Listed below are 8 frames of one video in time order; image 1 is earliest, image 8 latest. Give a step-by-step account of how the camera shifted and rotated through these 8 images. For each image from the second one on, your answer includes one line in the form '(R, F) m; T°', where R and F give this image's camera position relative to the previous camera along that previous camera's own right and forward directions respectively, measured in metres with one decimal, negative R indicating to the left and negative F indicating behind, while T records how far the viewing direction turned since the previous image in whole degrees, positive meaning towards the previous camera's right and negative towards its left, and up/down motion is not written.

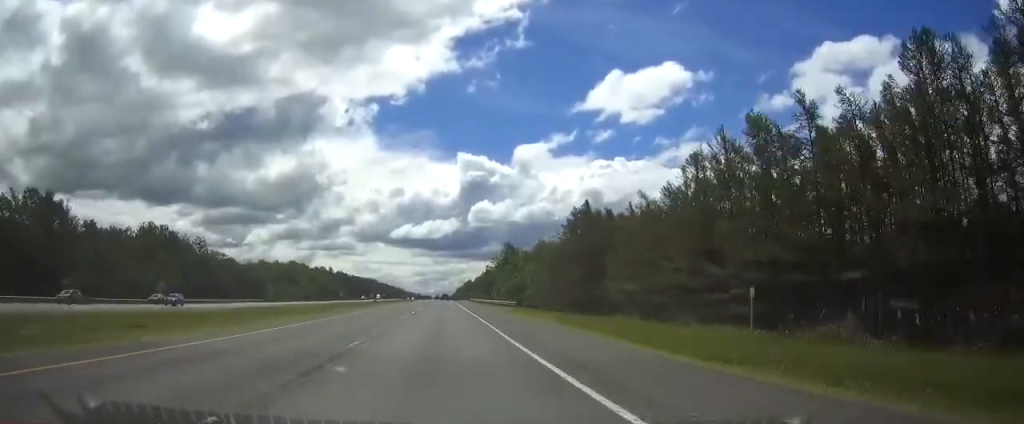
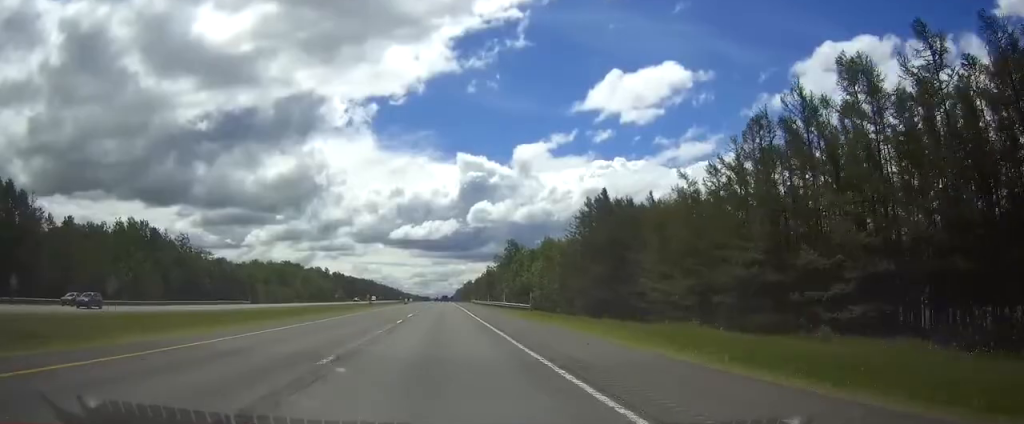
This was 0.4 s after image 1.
(0.0, +12.7) m; 0°
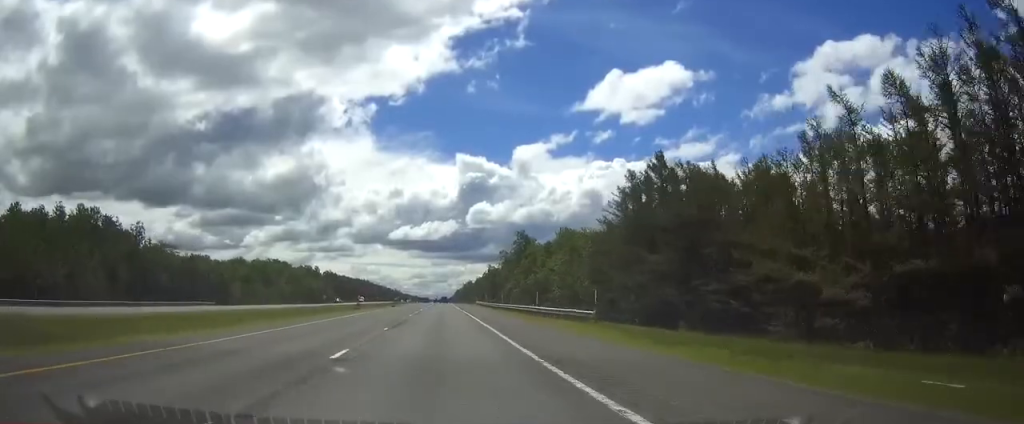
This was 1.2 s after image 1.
(0.0, +26.4) m; 0°
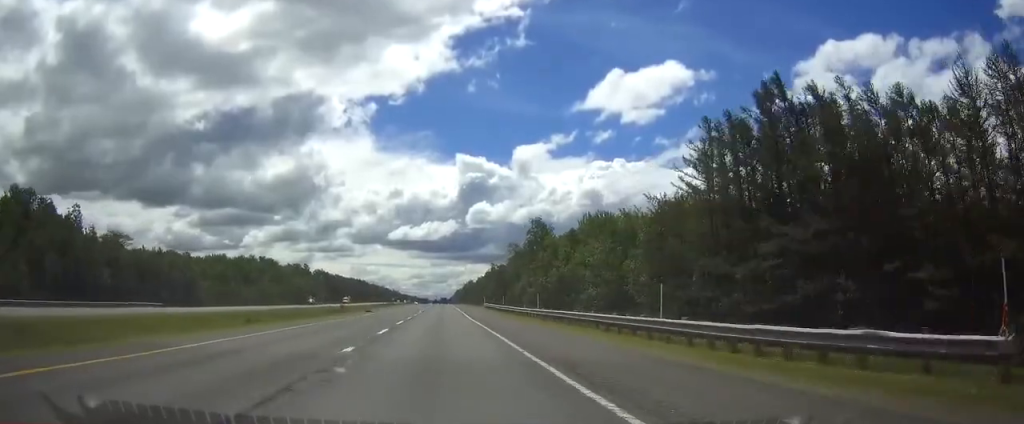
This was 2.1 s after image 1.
(0.0, +27.5) m; 0°
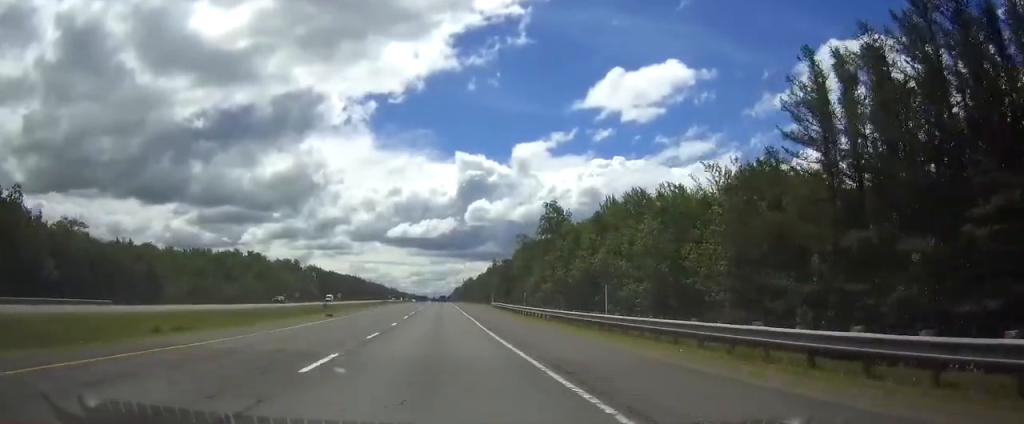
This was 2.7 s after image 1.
(0.0, +20.1) m; 0°
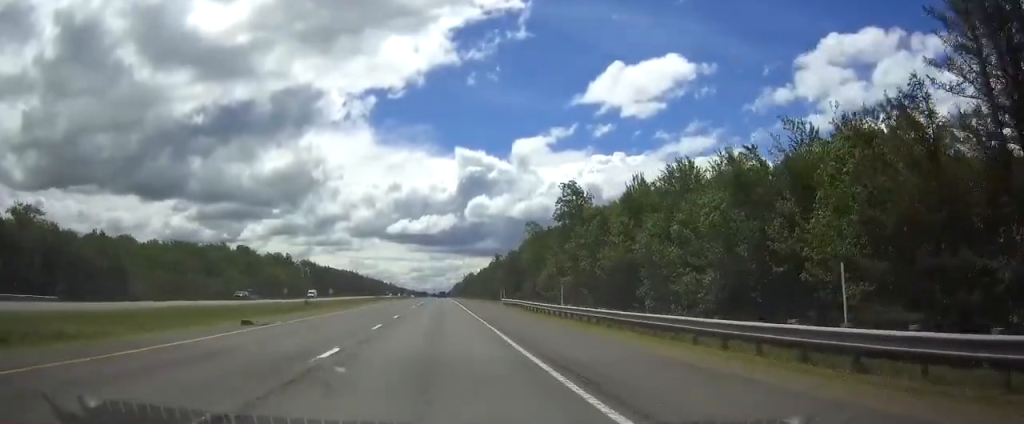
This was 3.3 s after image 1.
(0.0, +16.9) m; 0°
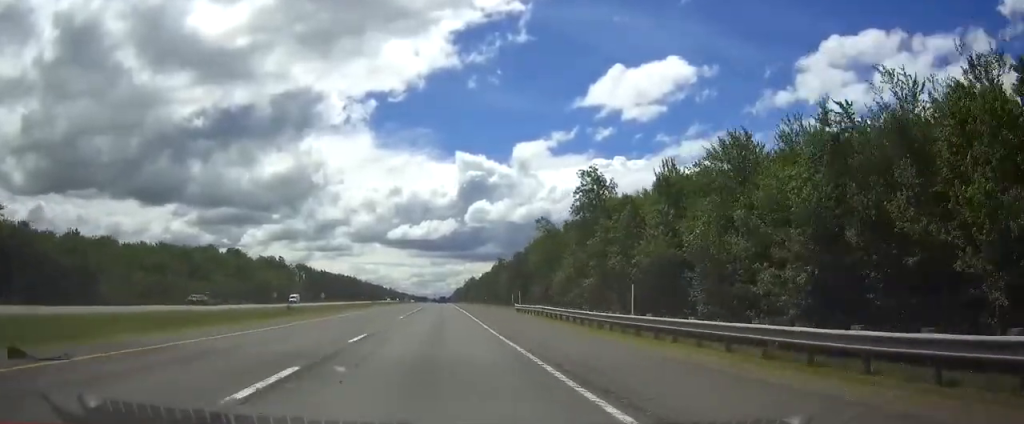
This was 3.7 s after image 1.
(0.0, +13.7) m; 0°
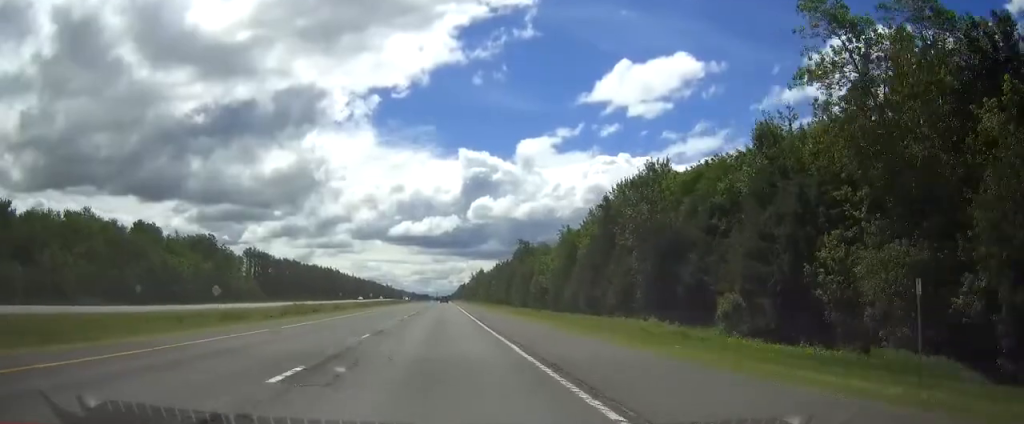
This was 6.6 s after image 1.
(-0.1, +90.1) m; 0°
